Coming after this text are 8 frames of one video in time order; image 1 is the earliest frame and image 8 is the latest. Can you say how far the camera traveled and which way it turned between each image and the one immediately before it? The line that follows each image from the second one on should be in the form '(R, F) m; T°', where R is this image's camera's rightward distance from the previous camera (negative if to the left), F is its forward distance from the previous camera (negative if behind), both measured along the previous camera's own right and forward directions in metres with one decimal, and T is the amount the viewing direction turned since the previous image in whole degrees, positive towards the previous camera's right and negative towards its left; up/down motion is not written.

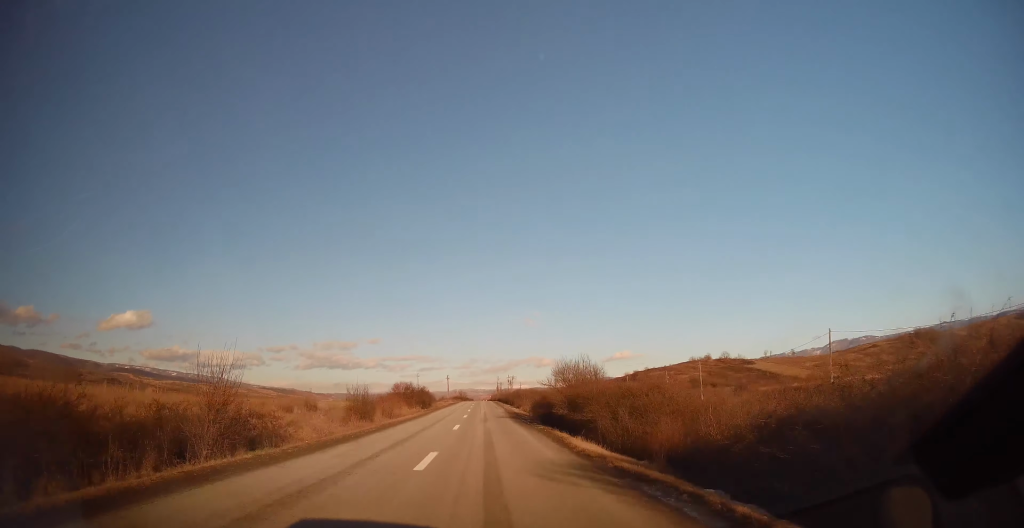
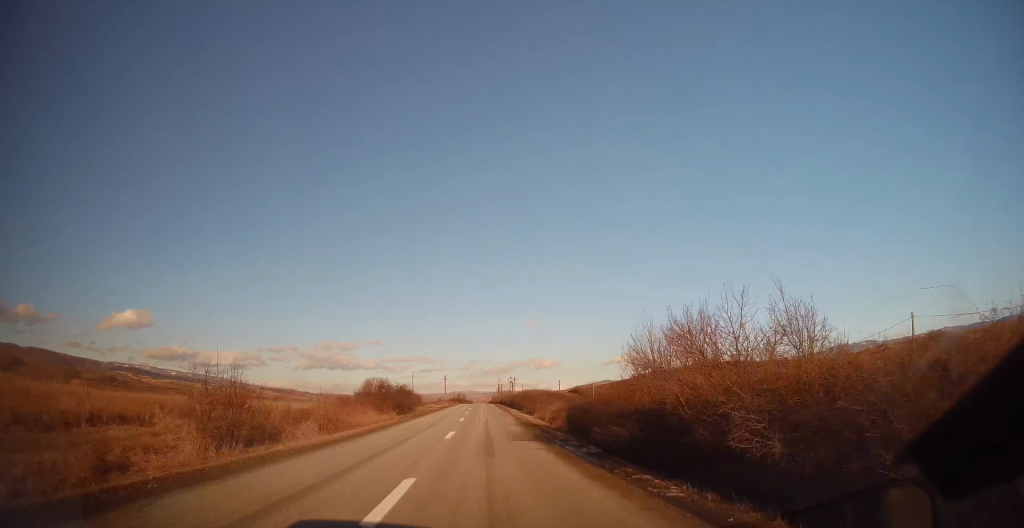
(+0.1, +15.9) m; 0°
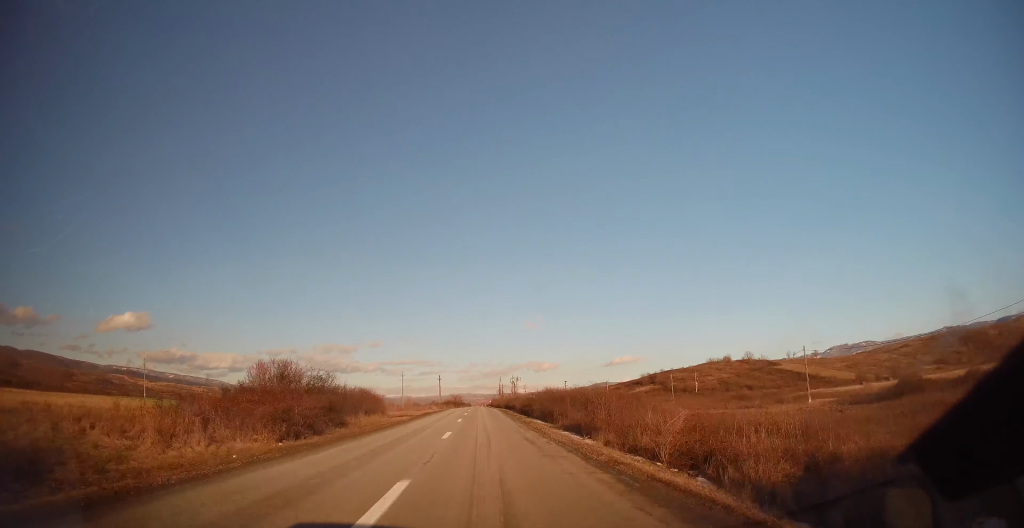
(-0.3, +23.8) m; 0°
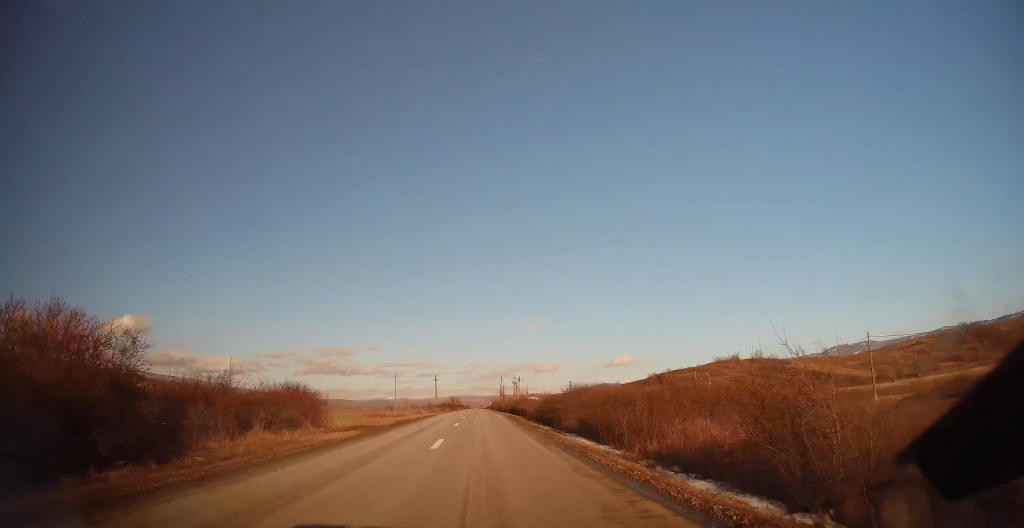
(+0.3, +14.6) m; 0°
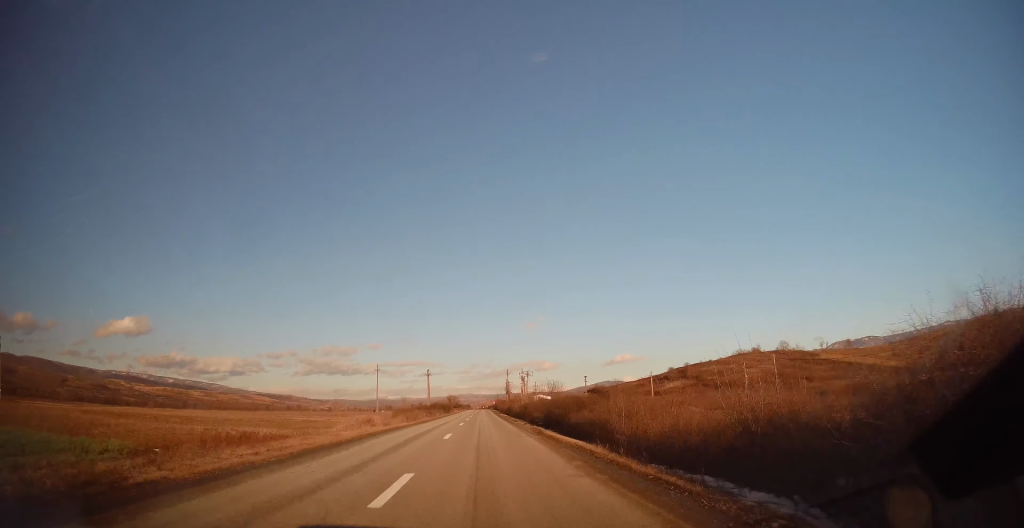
(0.0, +31.2) m; -1°
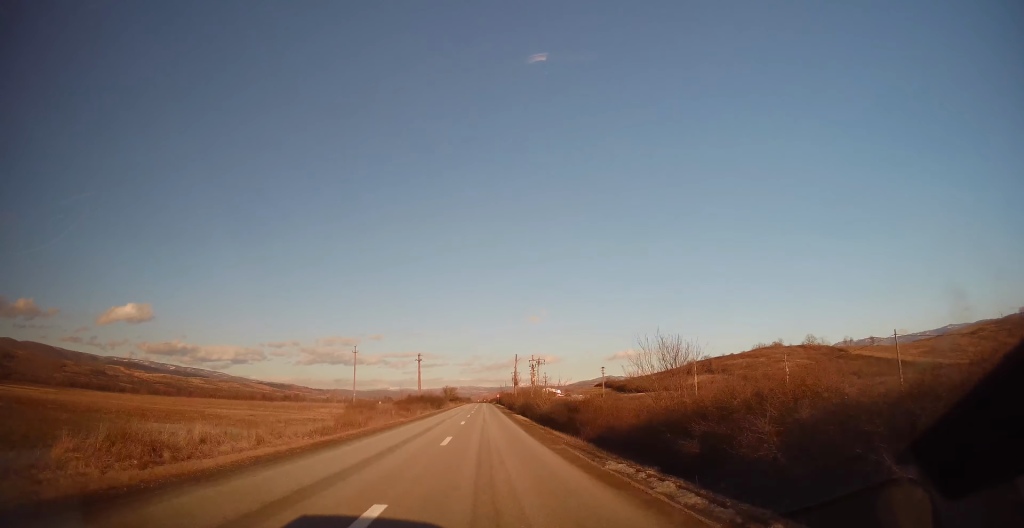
(-0.2, +27.0) m; +1°
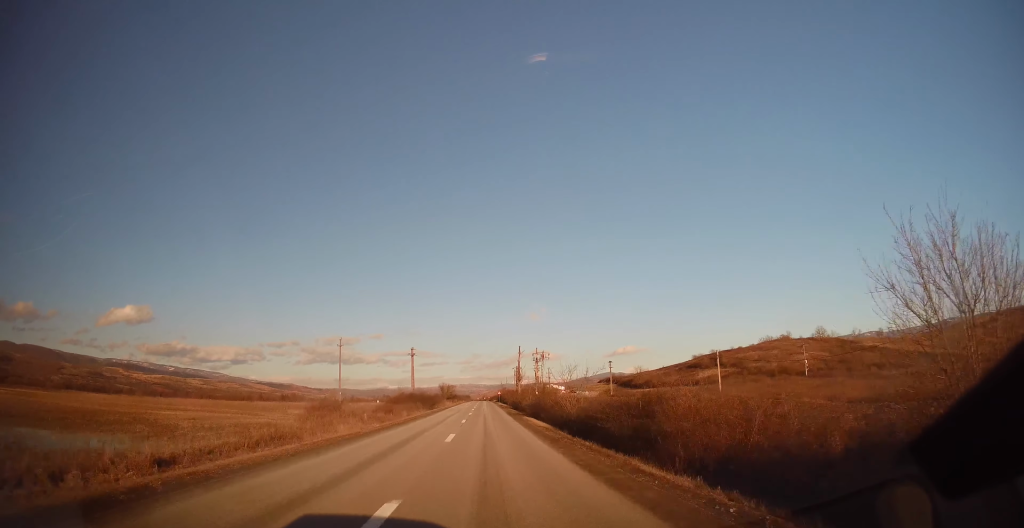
(+0.1, +11.3) m; 0°
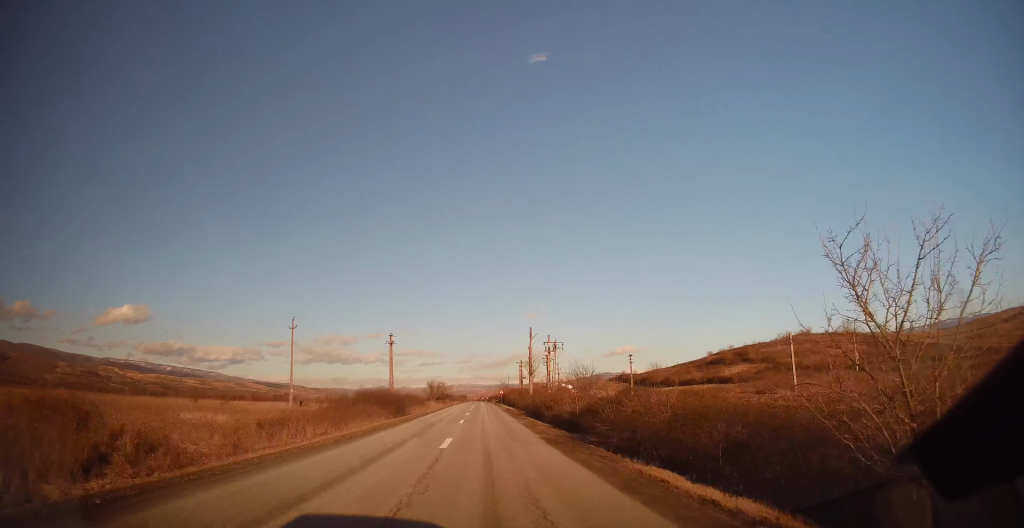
(+0.4, +25.1) m; 0°
